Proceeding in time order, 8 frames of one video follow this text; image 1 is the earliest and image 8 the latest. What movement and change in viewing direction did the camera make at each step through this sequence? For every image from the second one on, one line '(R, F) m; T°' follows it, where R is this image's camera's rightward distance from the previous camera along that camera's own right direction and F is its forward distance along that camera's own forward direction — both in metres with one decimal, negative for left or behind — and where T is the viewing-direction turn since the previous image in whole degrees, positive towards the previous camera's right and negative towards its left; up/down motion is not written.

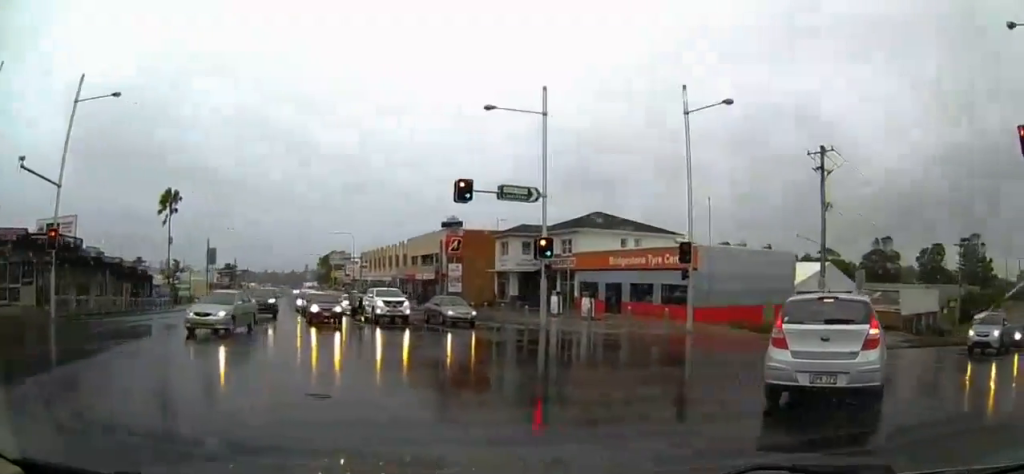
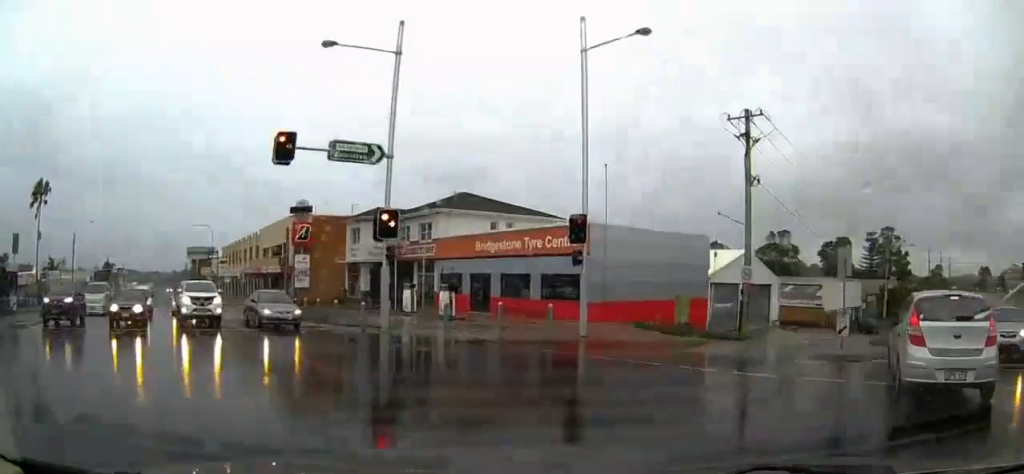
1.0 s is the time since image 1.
(+1.4, +6.0) m; +18°
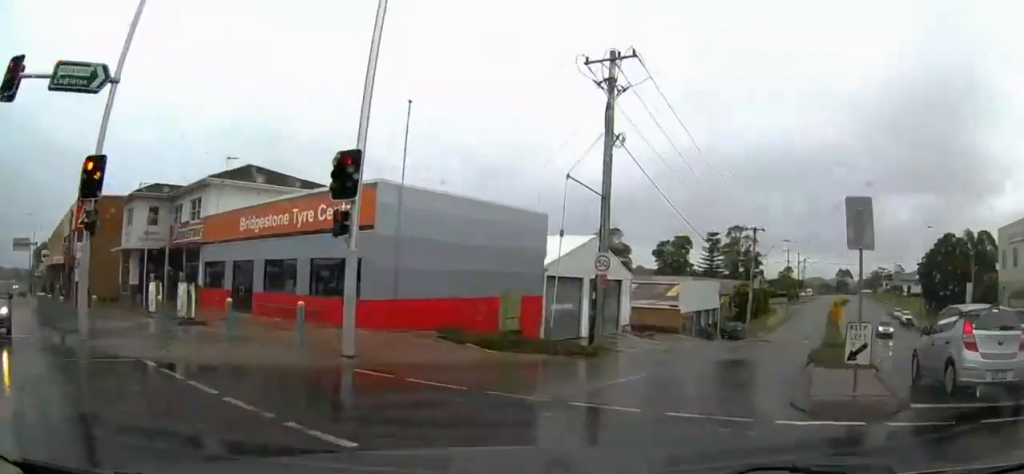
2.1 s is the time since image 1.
(+0.7, +7.9) m; +5°
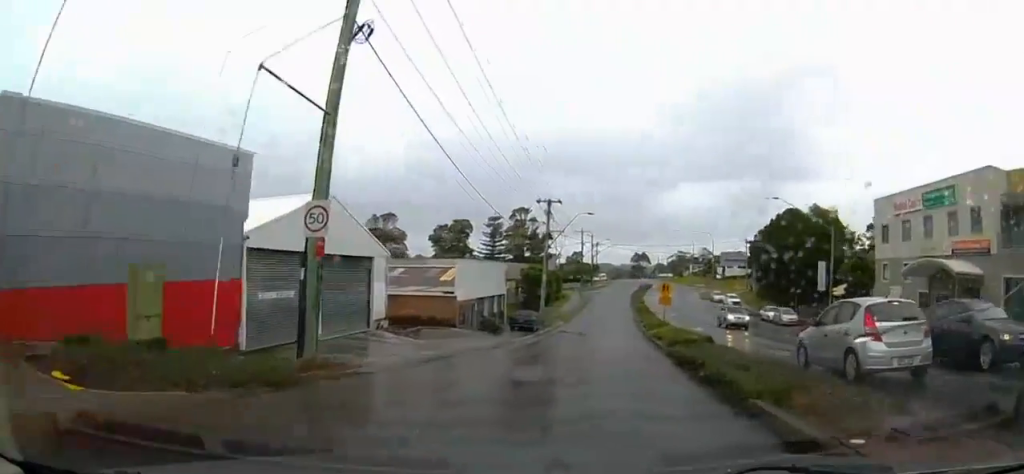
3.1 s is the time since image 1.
(+0.1, +8.5) m; +13°
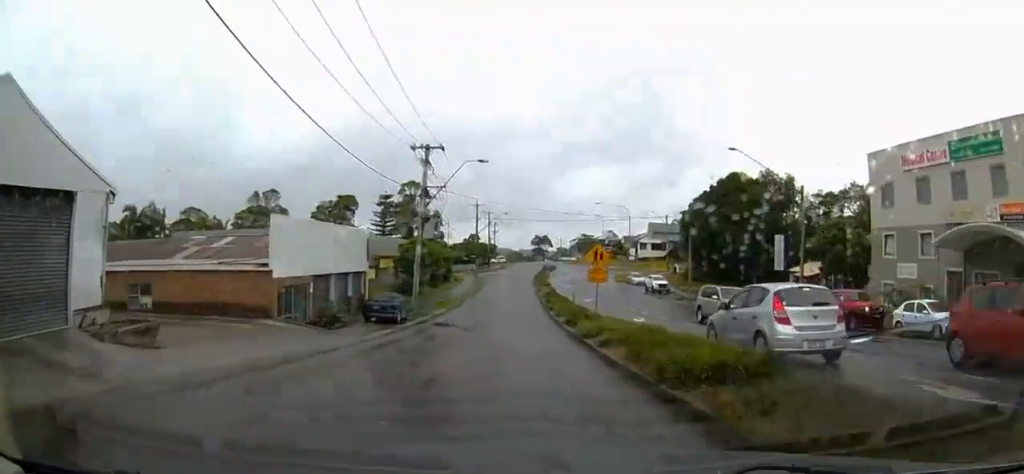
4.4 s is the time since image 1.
(+2.6, +11.7) m; +17°
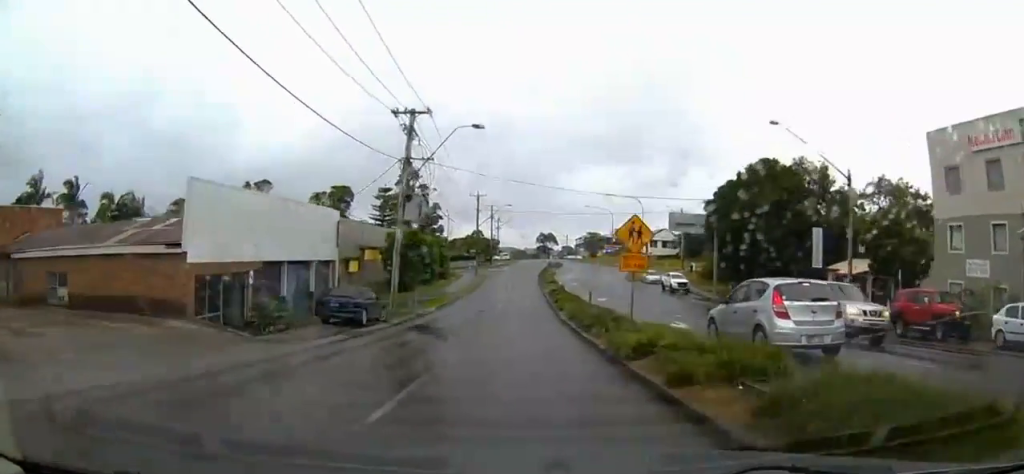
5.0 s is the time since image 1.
(0.0, +5.9) m; 0°
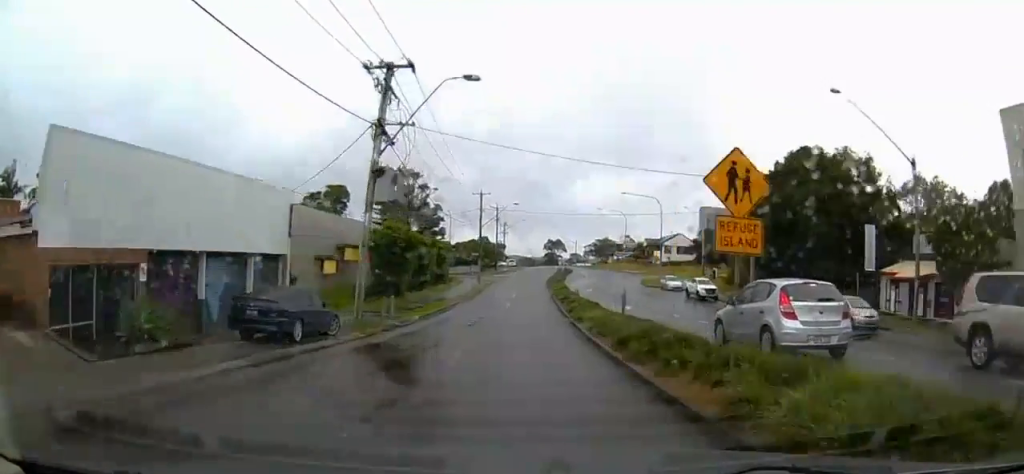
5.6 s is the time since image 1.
(0.0, +6.4) m; 0°
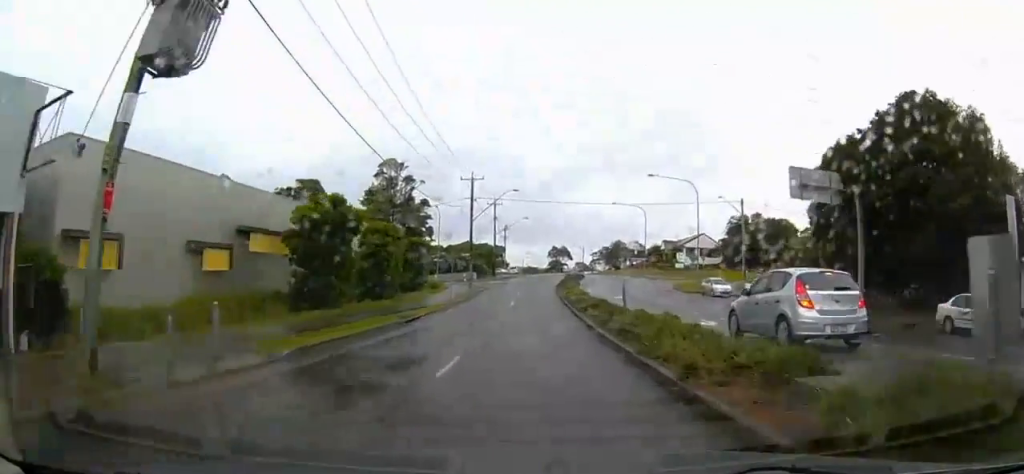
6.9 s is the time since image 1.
(0.0, +15.0) m; 0°
